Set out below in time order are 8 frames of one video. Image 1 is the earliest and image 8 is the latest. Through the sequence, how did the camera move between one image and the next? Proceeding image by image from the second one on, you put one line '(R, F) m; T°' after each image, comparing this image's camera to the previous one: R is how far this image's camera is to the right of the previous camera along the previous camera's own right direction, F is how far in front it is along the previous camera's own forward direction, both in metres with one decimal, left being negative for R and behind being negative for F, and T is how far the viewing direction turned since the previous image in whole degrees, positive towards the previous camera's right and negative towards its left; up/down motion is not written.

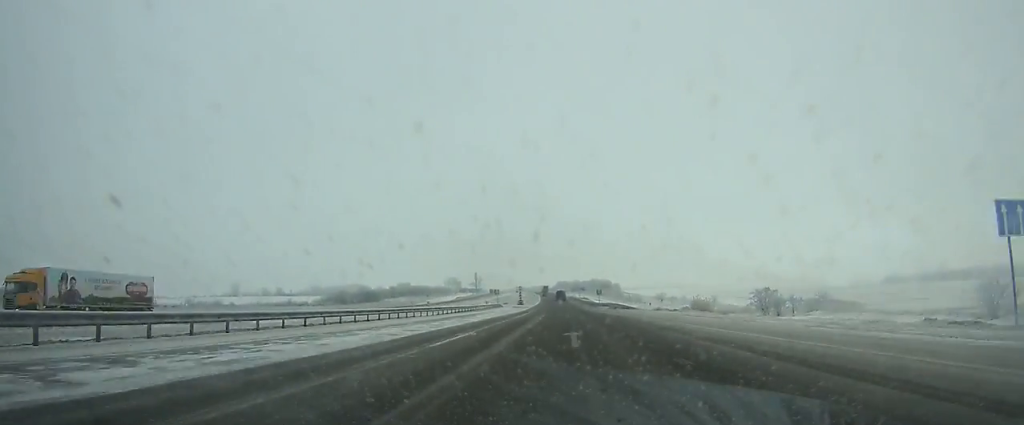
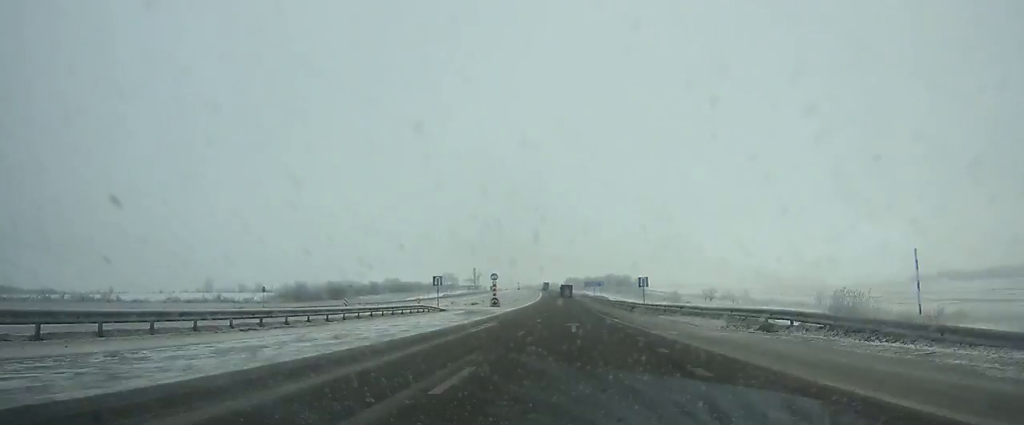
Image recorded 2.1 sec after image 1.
(-0.6, +55.7) m; -1°
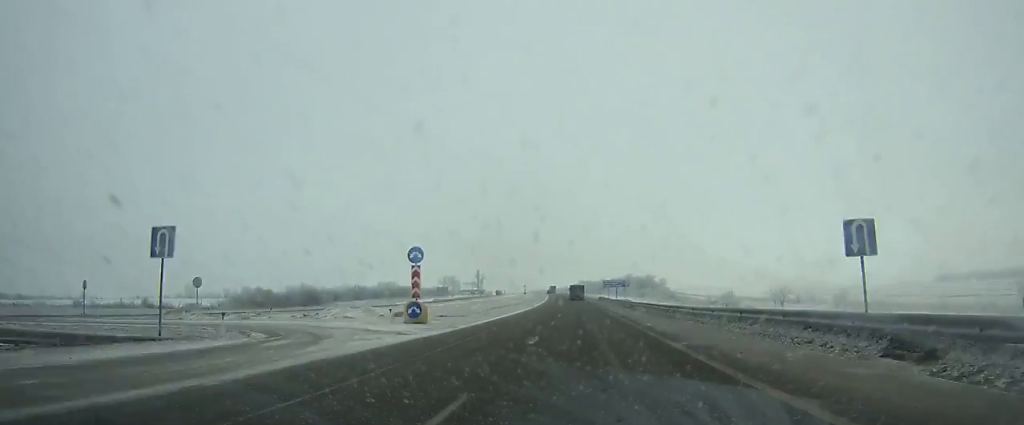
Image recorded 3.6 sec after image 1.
(-0.2, +39.1) m; -1°
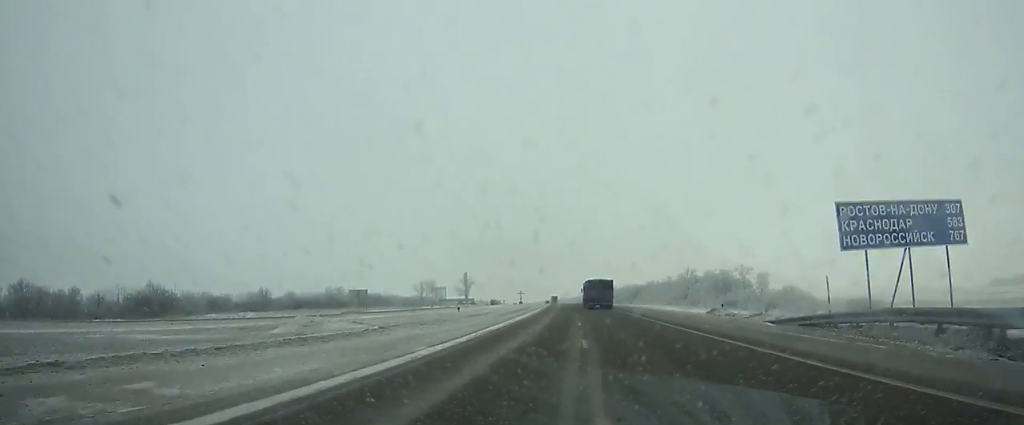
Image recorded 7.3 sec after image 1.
(-1.4, +92.4) m; -2°
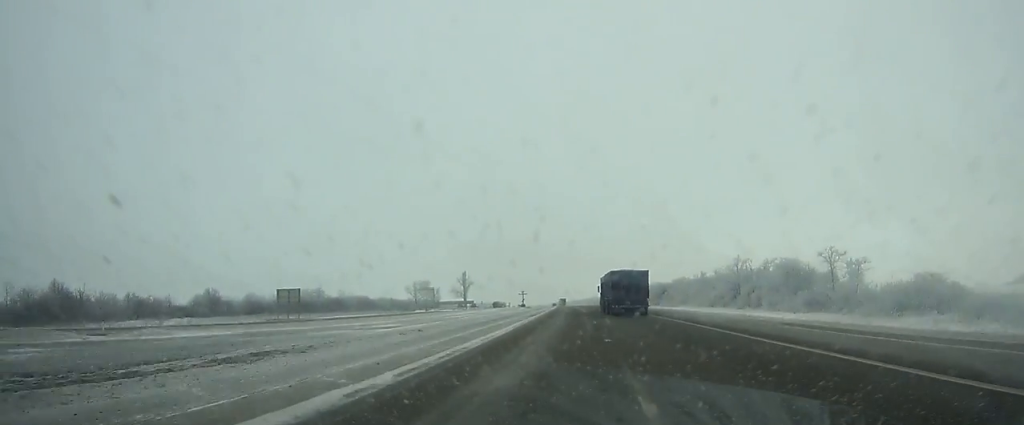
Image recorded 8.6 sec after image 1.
(-0.1, +31.4) m; 0°
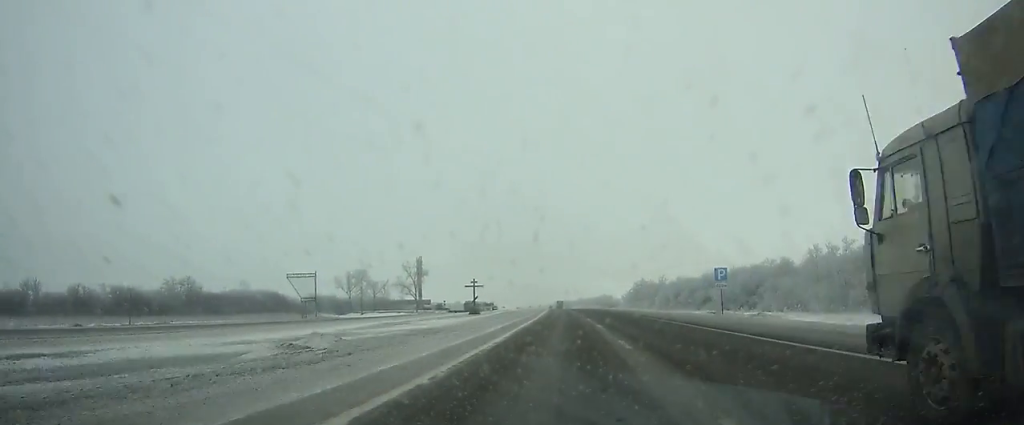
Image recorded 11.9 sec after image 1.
(-0.6, +77.2) m; -1°
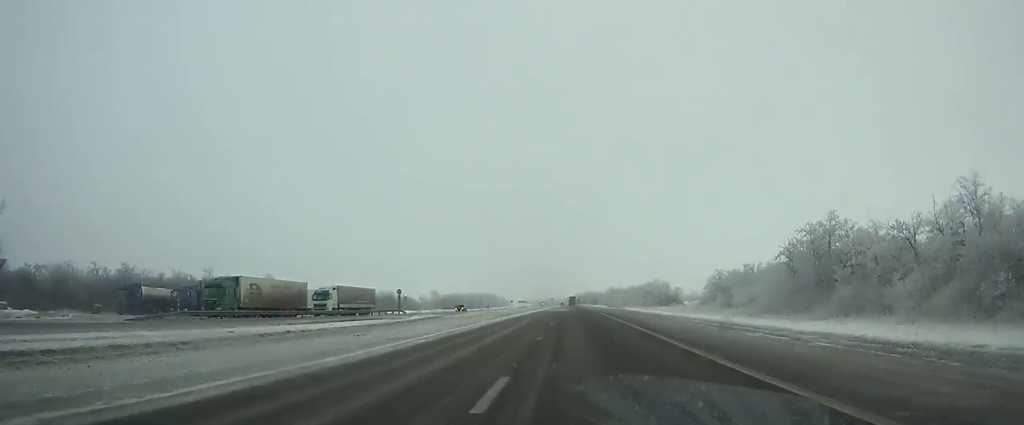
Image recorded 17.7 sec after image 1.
(-1.6, +144.2) m; -2°
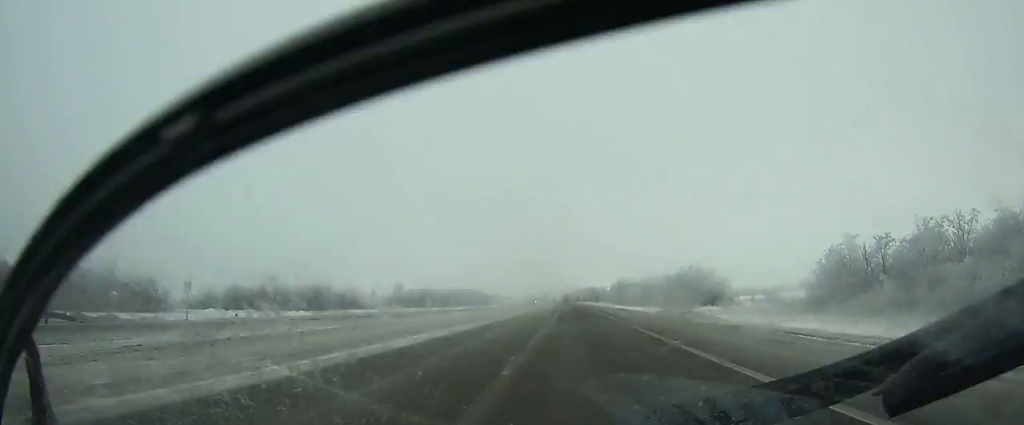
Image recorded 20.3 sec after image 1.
(-0.4, +68.4) m; 0°
